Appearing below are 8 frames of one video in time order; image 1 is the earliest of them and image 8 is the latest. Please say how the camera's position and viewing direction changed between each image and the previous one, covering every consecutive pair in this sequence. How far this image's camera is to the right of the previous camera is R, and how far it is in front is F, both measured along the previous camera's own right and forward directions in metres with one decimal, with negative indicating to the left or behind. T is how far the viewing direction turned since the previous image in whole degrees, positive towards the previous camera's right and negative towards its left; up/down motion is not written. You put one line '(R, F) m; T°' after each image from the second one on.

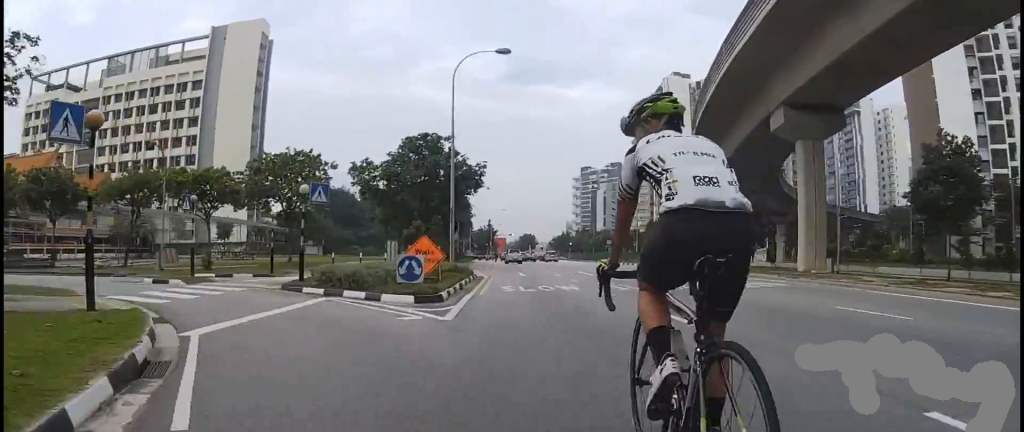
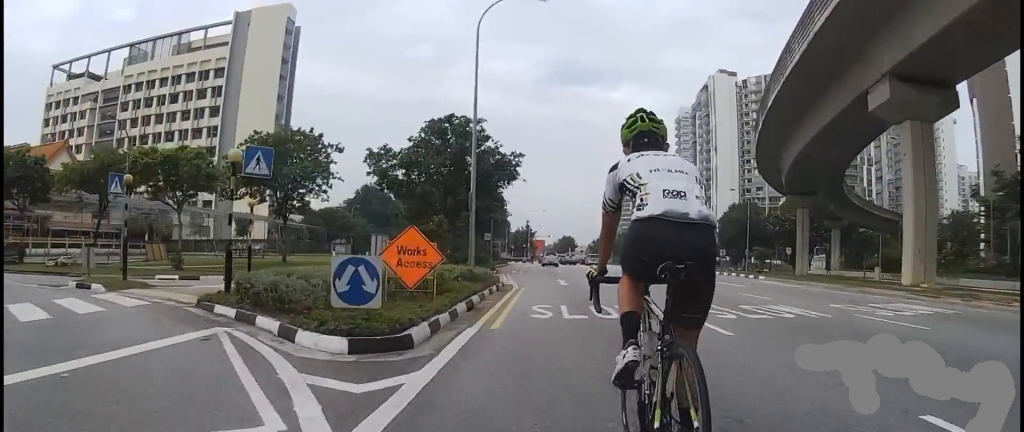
(+0.2, +6.0) m; +2°
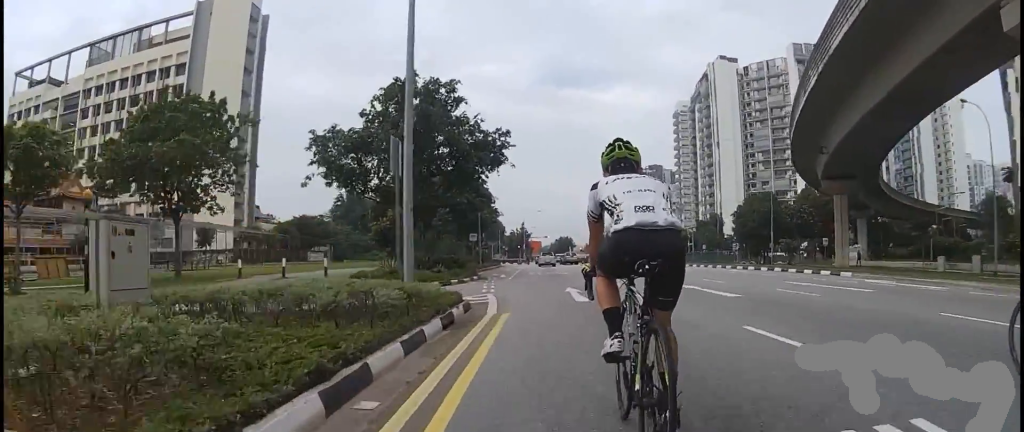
(+0.3, +9.1) m; 0°
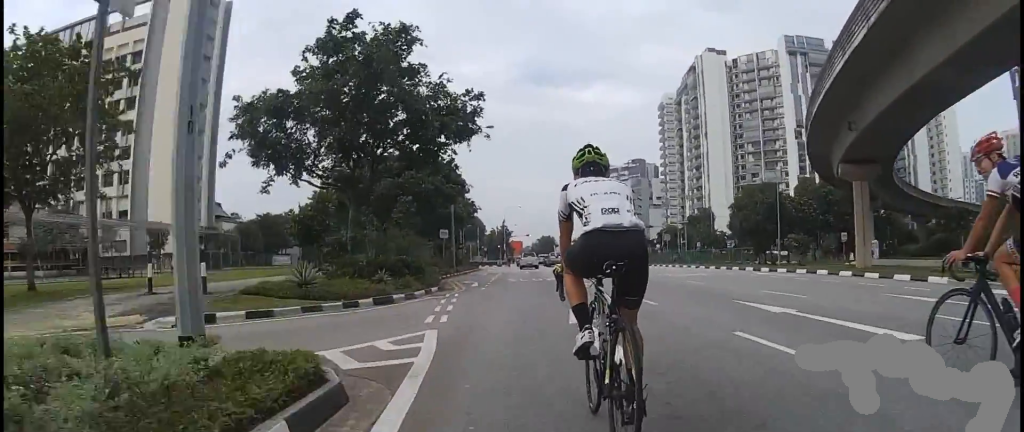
(-0.2, +6.6) m; 0°
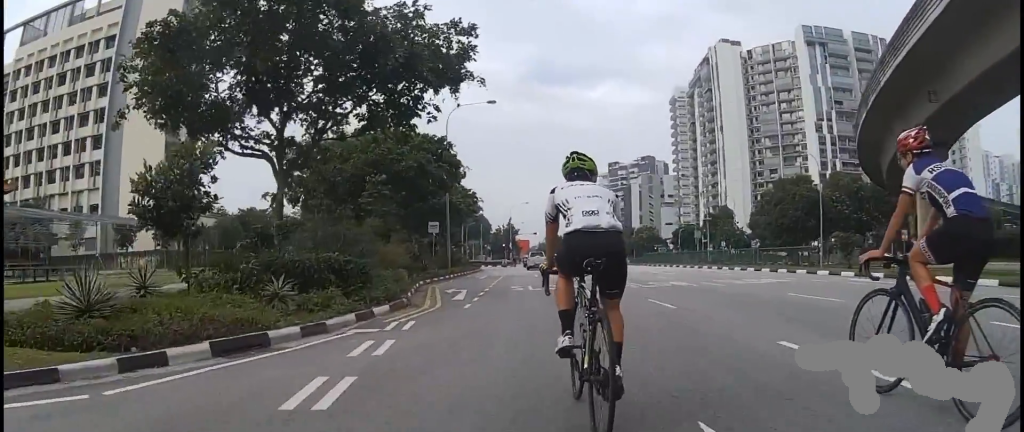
(+0.4, +7.7) m; 0°
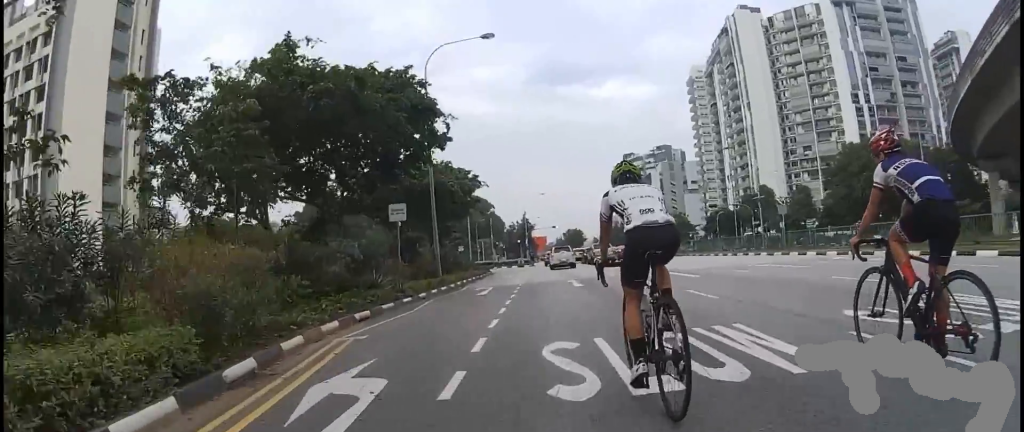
(+0.2, +13.6) m; -2°
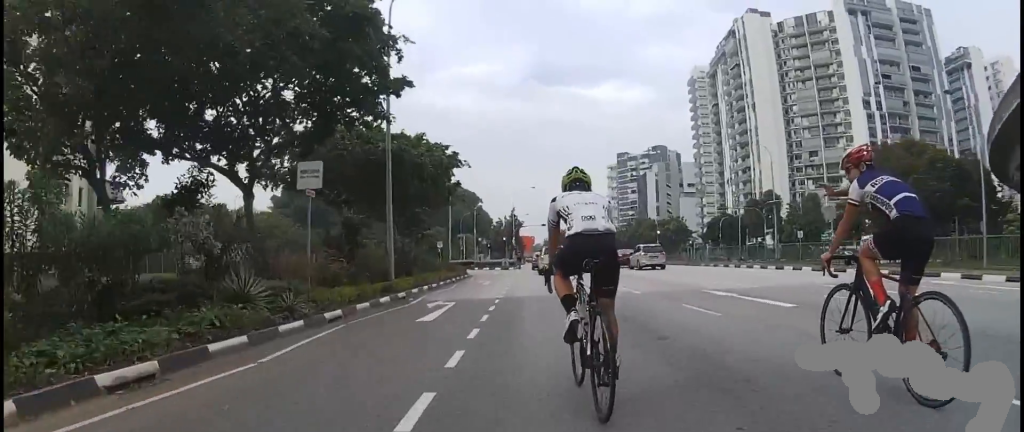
(-1.1, +7.4) m; -9°
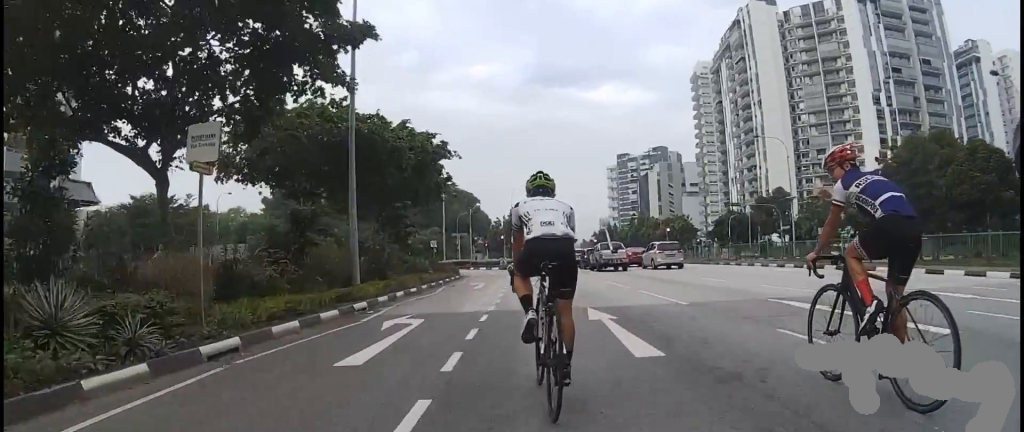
(0.0, +4.4) m; +1°
